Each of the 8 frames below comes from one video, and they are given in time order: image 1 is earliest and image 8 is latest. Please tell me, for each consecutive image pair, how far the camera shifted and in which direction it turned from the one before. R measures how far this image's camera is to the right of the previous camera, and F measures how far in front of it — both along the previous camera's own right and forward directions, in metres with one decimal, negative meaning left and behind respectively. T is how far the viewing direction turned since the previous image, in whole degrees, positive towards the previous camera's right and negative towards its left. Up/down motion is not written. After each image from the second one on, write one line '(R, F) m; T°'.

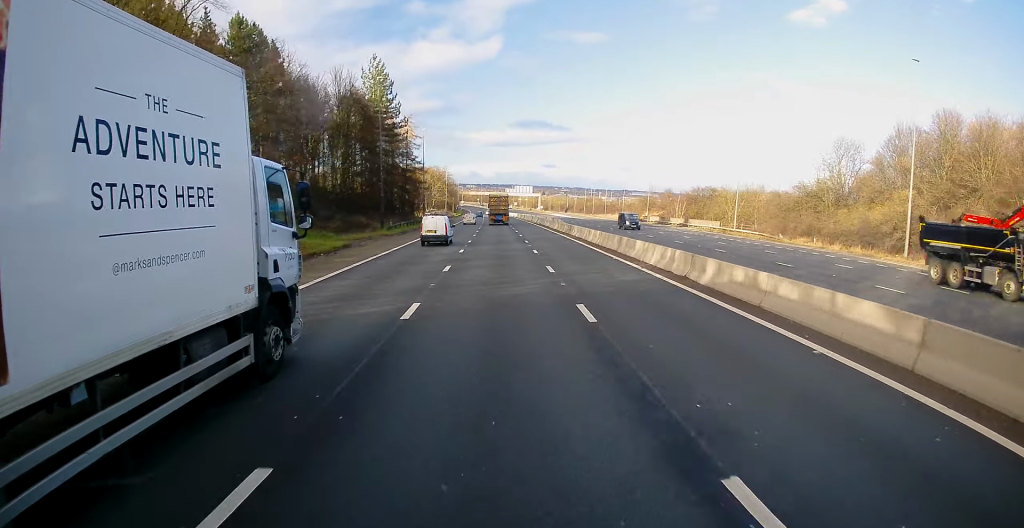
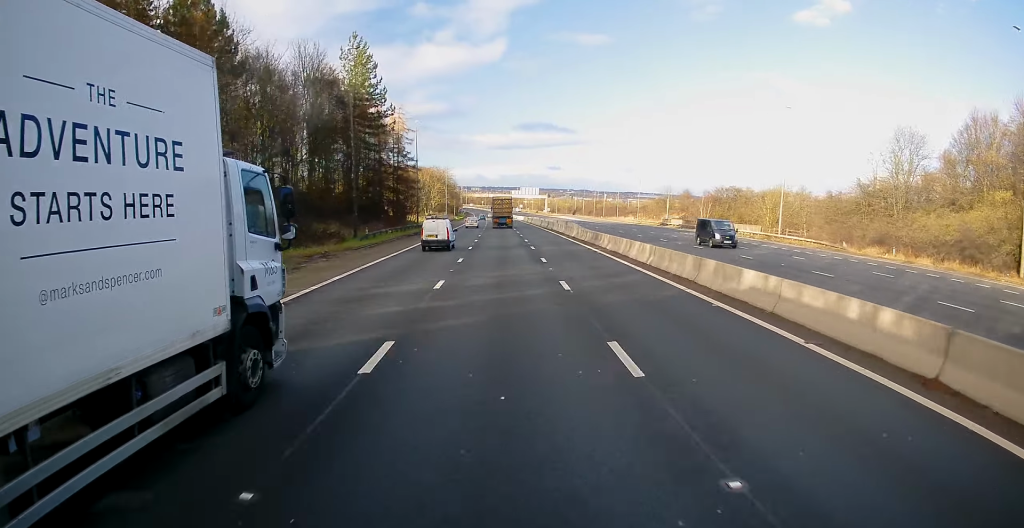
(-0.1, +12.5) m; 0°
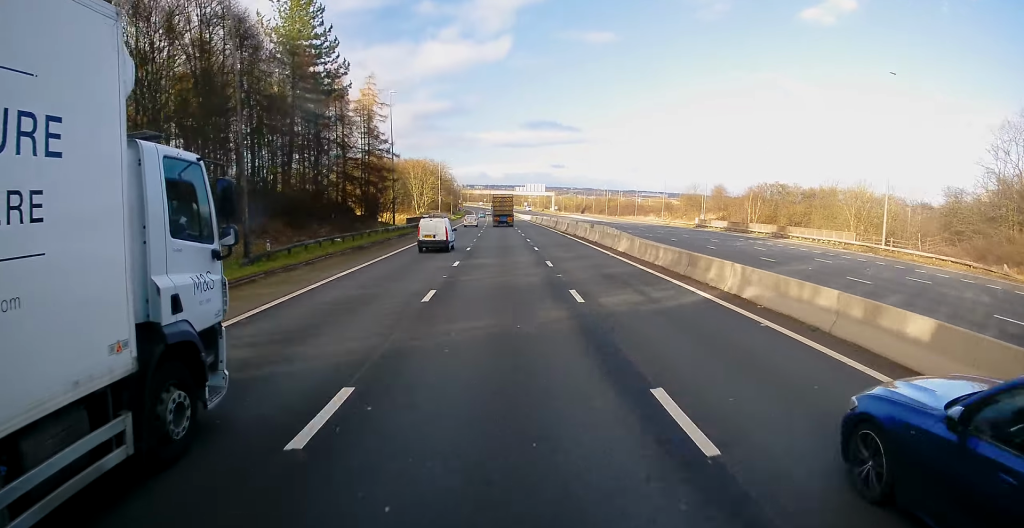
(+0.3, +20.4) m; -1°
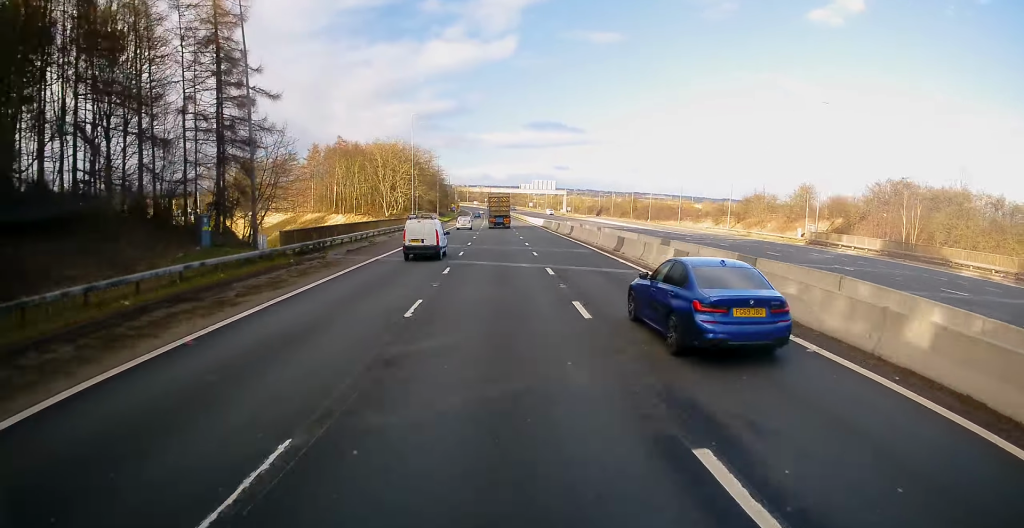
(-0.6, +37.2) m; -1°
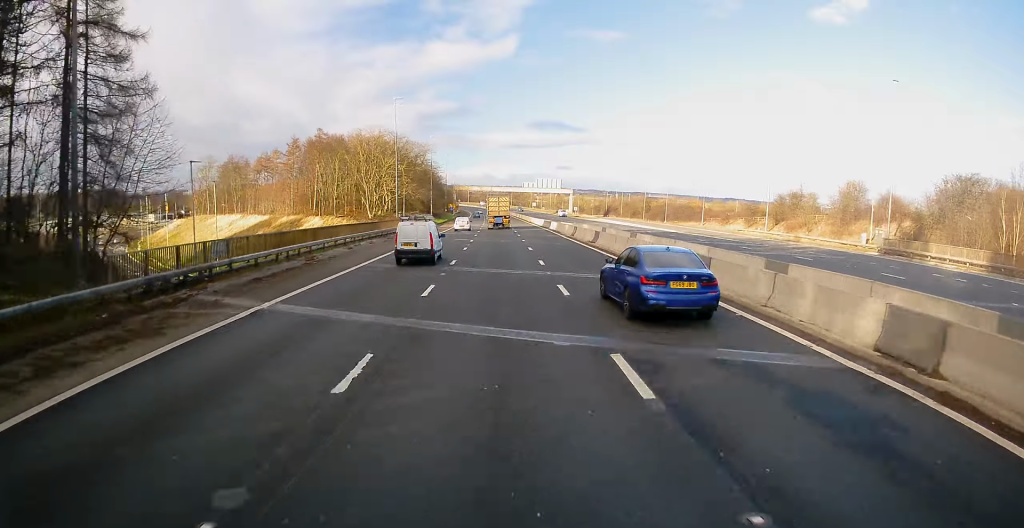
(+0.1, +13.3) m; 0°
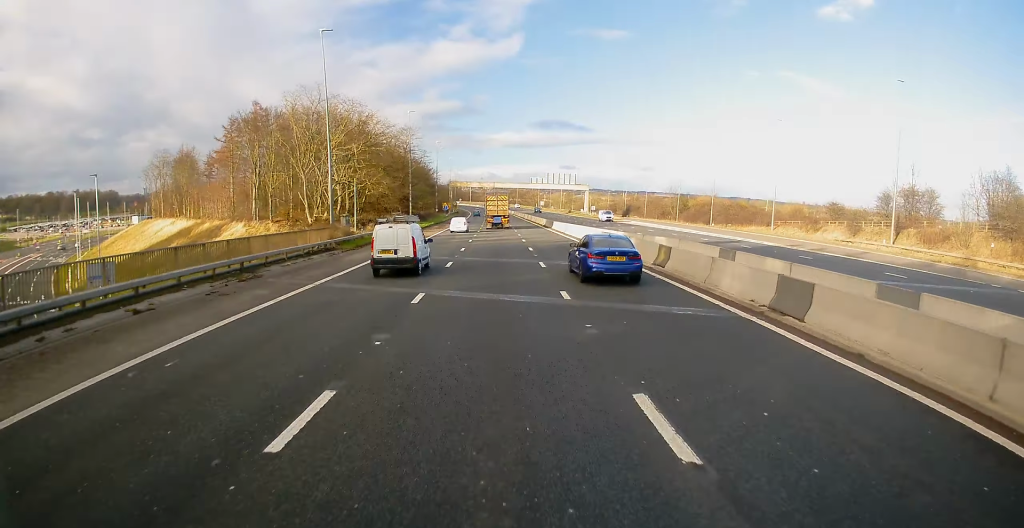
(+0.1, +27.5) m; 0°
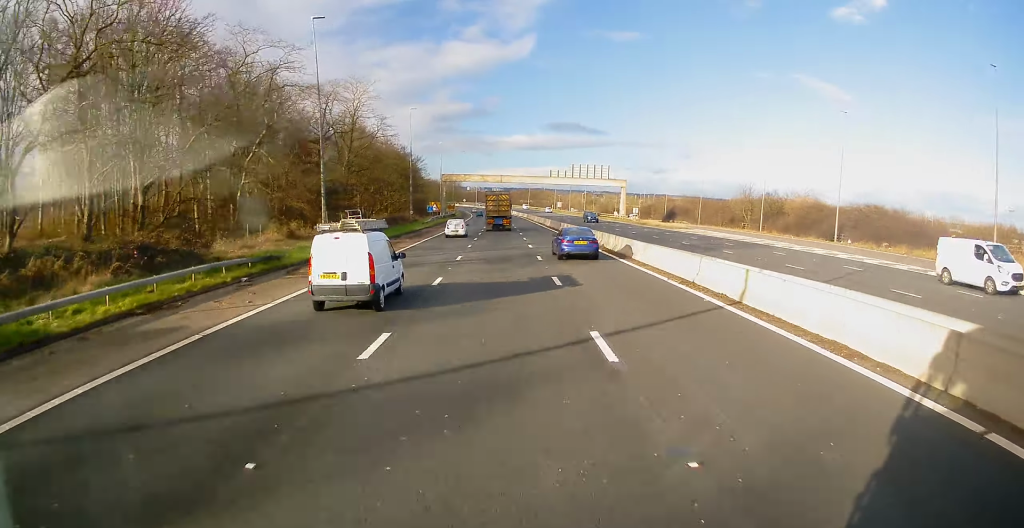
(-0.5, +40.7) m; -1°
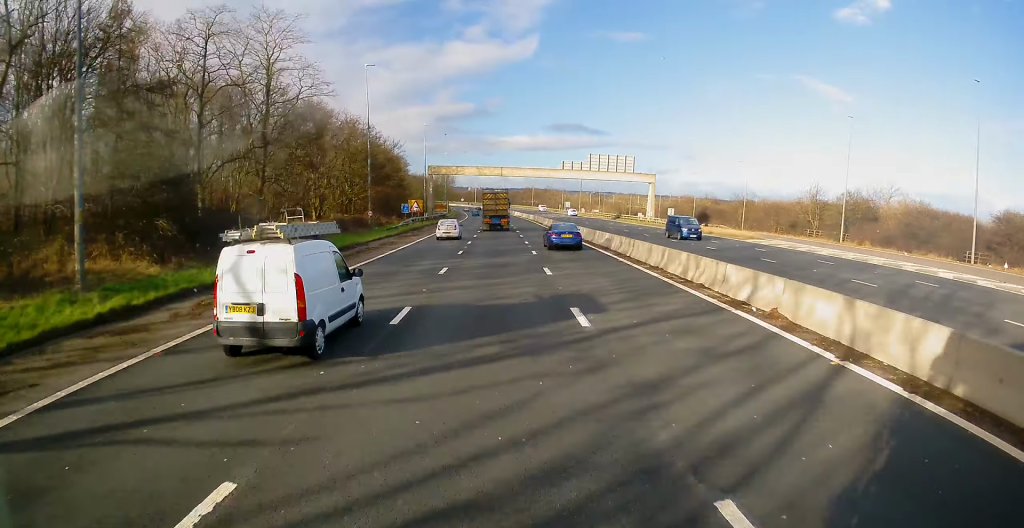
(0.0, +23.8) m; -1°
